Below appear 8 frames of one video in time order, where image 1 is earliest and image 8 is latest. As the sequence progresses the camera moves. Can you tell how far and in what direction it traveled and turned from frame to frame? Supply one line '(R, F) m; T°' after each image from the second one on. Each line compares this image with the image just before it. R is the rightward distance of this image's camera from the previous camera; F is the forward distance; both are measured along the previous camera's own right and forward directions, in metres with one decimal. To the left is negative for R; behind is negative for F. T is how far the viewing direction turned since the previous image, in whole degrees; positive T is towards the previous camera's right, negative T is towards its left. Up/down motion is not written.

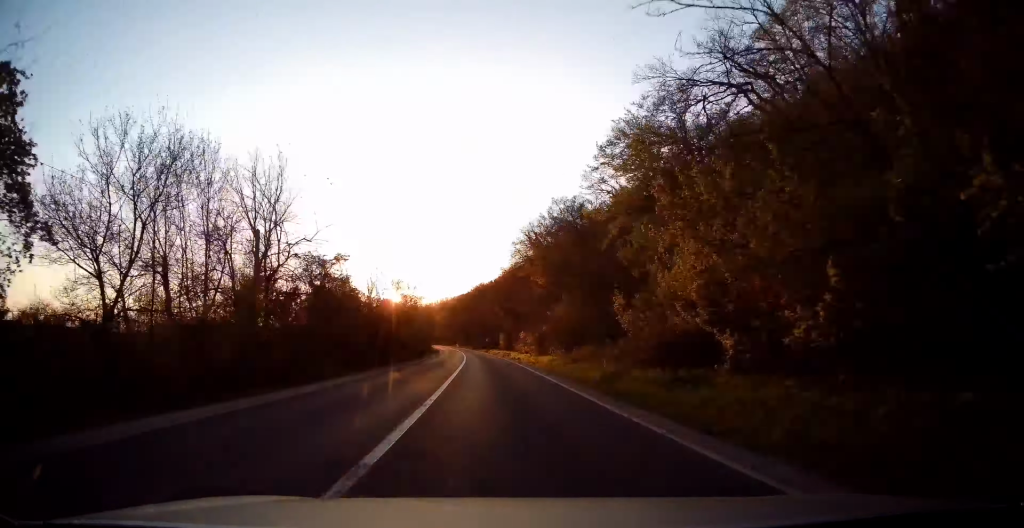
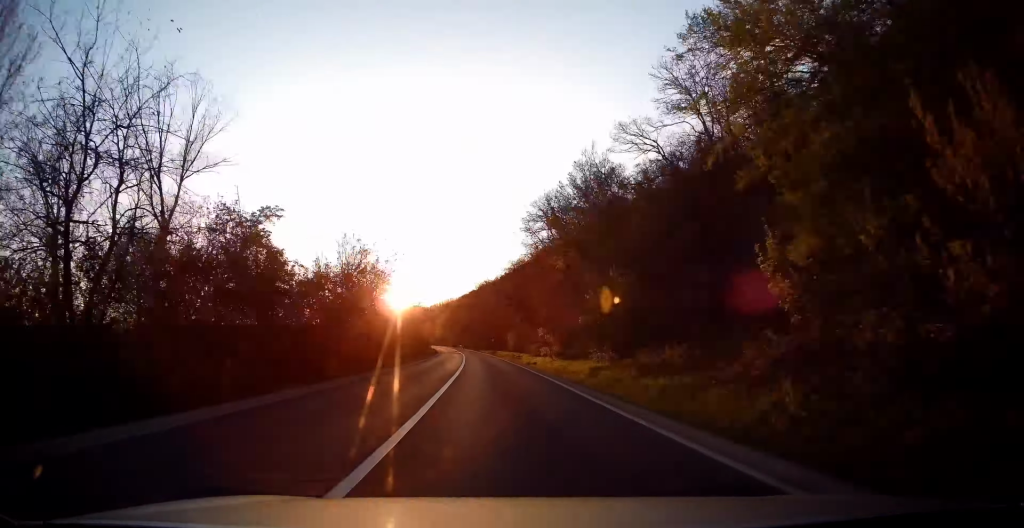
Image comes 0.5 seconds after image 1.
(-0.2, +14.3) m; 0°
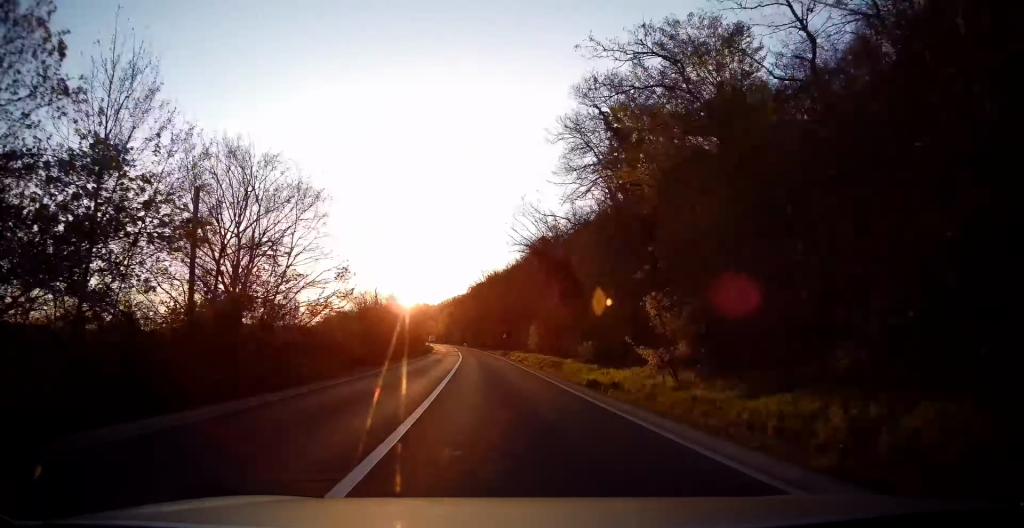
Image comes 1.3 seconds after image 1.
(-0.3, +26.6) m; -1°
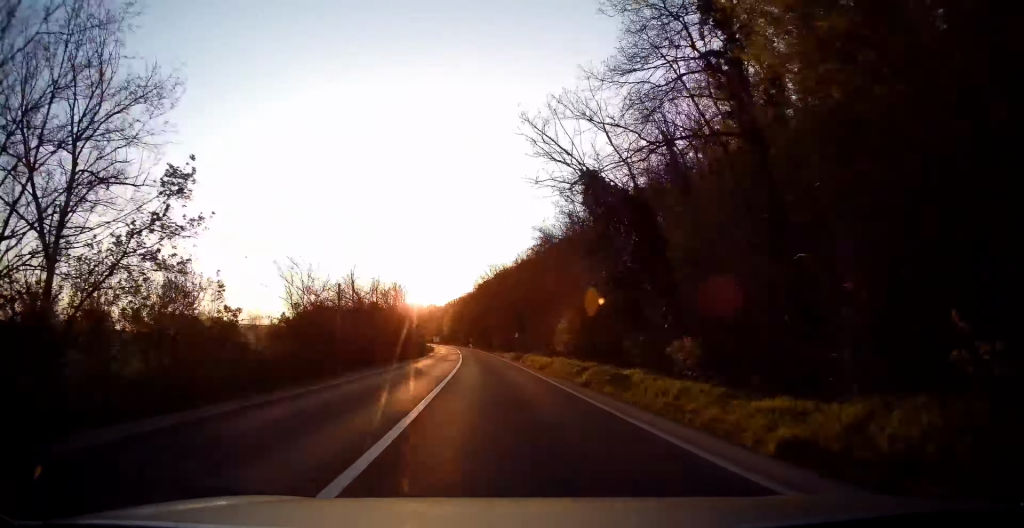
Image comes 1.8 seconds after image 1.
(0.0, +14.4) m; -1°
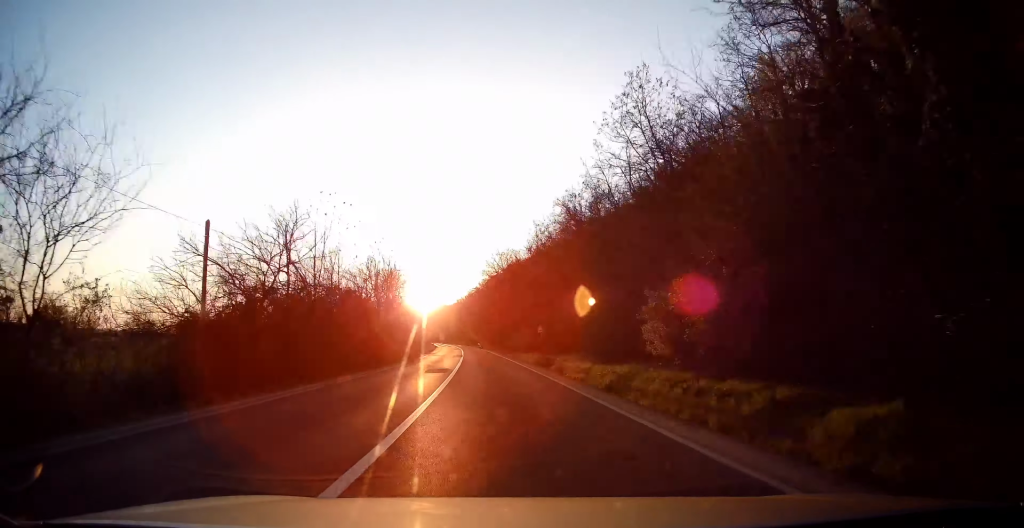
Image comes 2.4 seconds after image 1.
(-0.1, +18.4) m; -1°
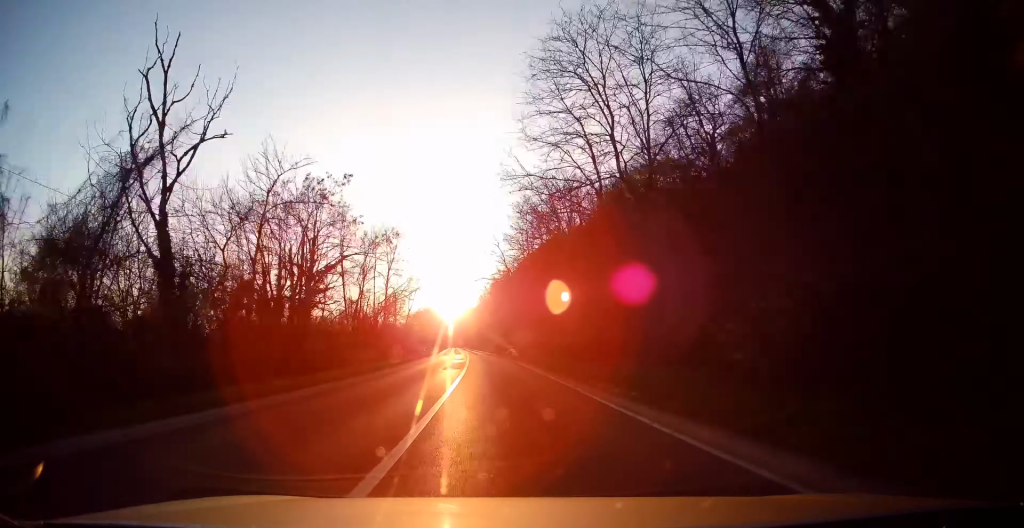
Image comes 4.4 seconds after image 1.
(-2.0, +60.8) m; -4°
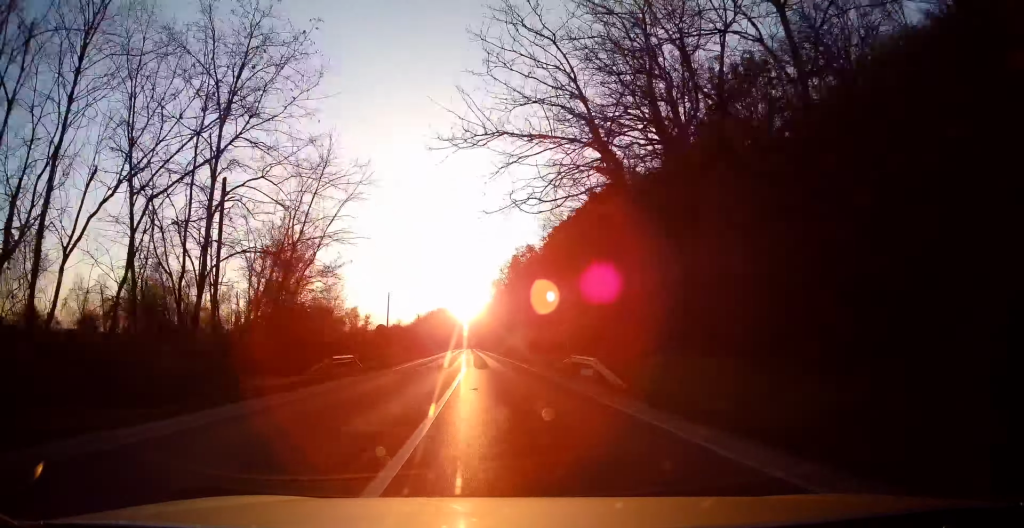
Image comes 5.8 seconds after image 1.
(-0.5, +41.0) m; -1°
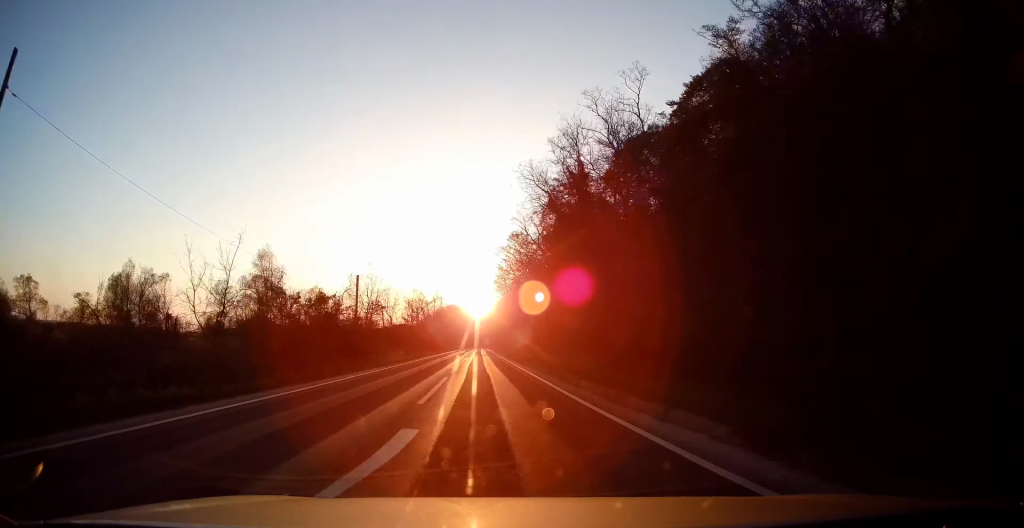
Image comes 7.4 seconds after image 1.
(-0.4, +49.6) m; -1°
